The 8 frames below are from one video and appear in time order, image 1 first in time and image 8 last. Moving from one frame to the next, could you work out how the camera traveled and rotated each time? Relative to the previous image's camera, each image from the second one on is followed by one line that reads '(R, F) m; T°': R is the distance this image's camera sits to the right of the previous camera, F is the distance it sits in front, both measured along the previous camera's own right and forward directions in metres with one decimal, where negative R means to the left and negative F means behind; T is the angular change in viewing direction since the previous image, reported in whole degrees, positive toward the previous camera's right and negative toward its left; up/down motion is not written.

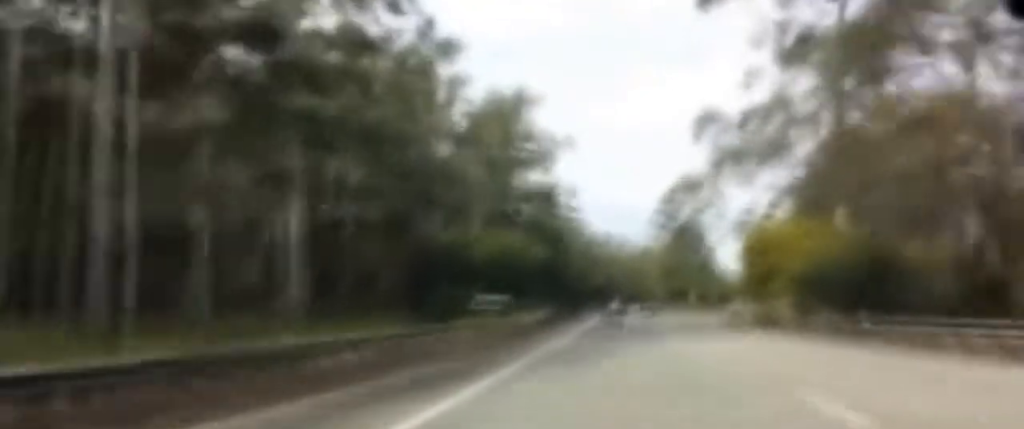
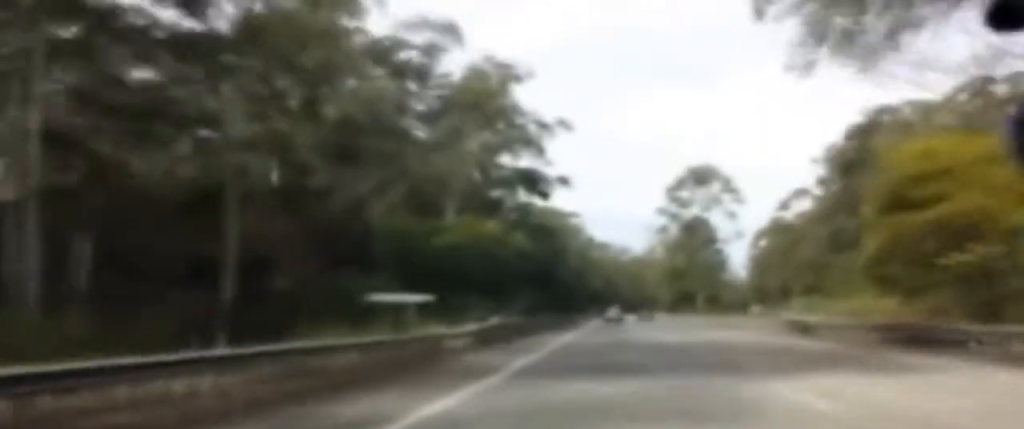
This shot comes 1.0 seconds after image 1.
(-0.6, +23.1) m; -1°
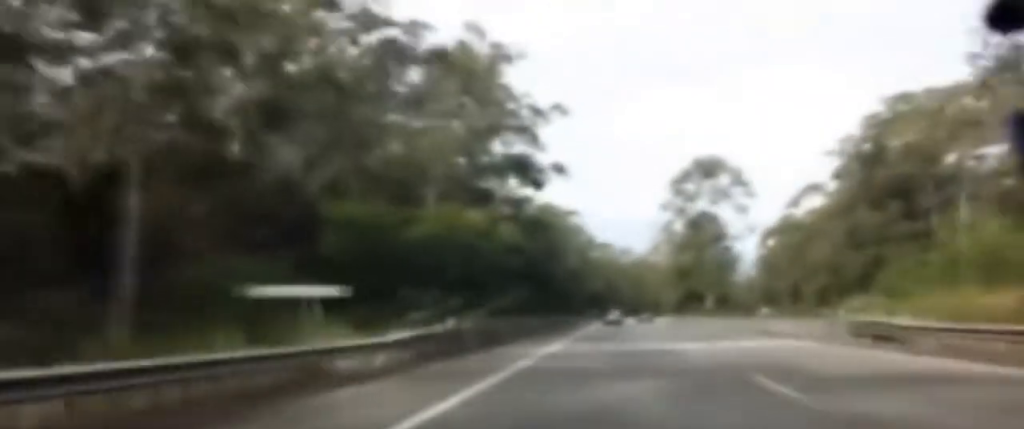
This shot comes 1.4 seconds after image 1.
(+0.1, +9.9) m; 0°
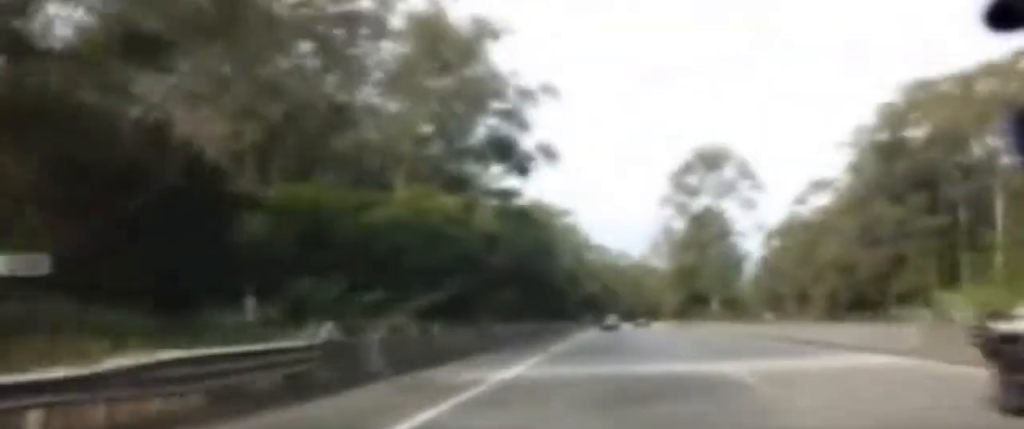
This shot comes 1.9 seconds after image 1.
(+0.1, +10.6) m; 0°
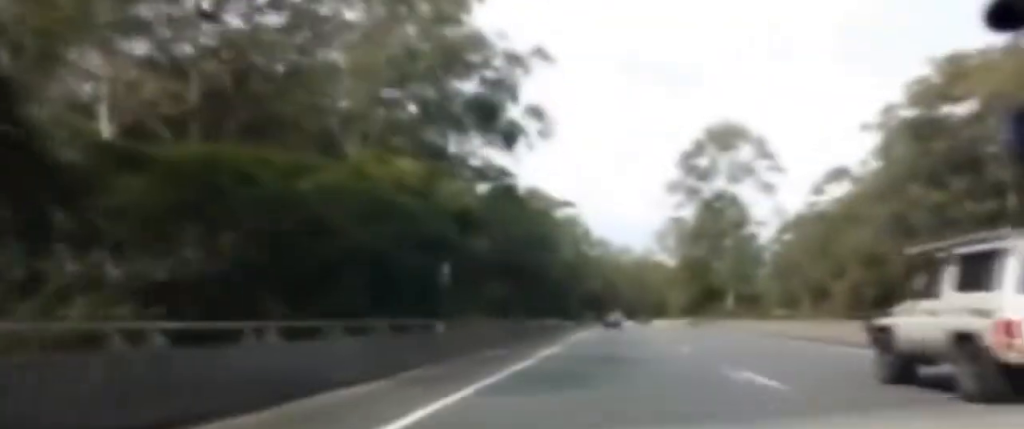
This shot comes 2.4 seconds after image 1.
(0.0, +12.0) m; 0°
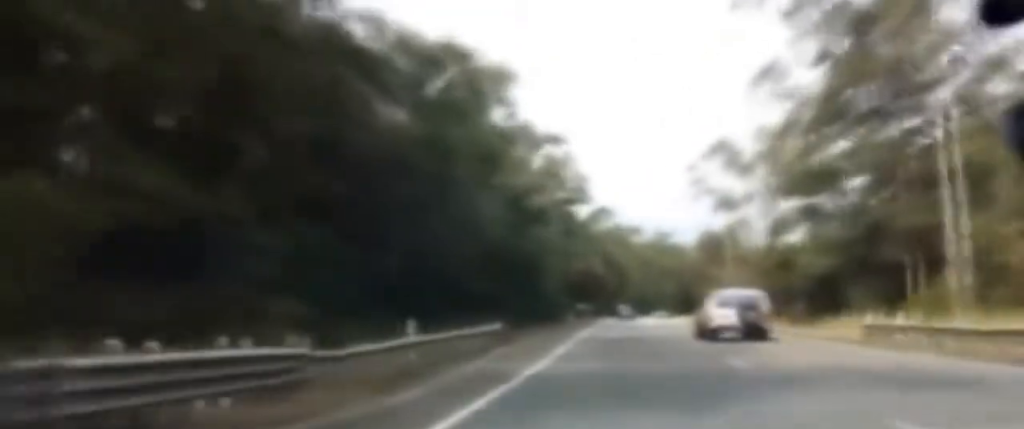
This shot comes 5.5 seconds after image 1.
(-0.6, +66.7) m; -1°
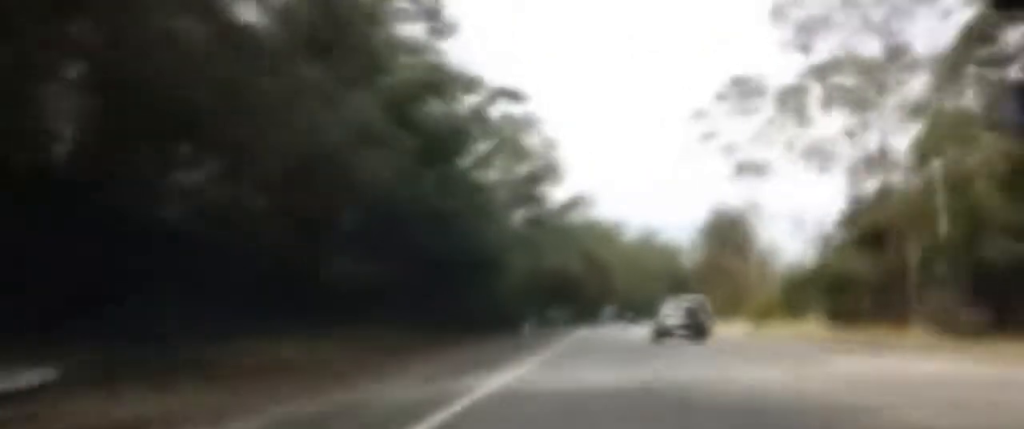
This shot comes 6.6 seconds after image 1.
(+0.4, +26.0) m; +2°
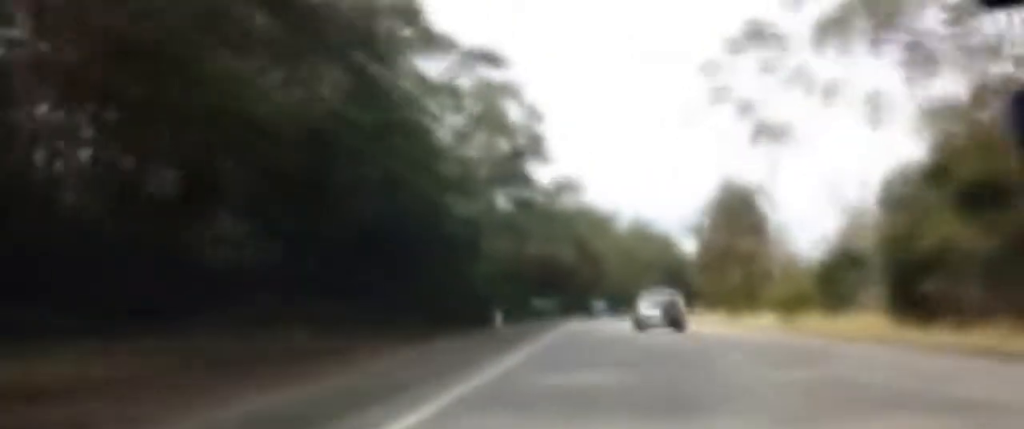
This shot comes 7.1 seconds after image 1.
(0.0, +11.3) m; +1°
